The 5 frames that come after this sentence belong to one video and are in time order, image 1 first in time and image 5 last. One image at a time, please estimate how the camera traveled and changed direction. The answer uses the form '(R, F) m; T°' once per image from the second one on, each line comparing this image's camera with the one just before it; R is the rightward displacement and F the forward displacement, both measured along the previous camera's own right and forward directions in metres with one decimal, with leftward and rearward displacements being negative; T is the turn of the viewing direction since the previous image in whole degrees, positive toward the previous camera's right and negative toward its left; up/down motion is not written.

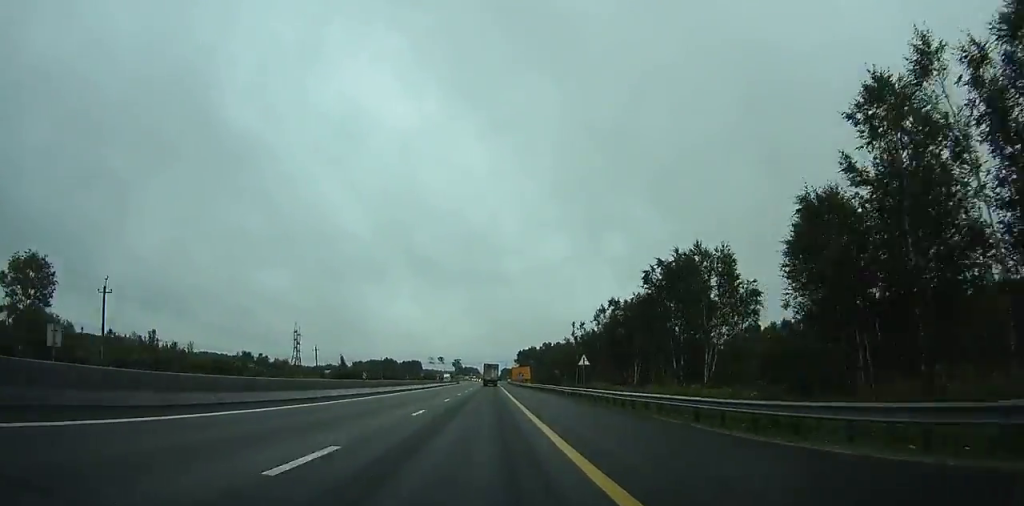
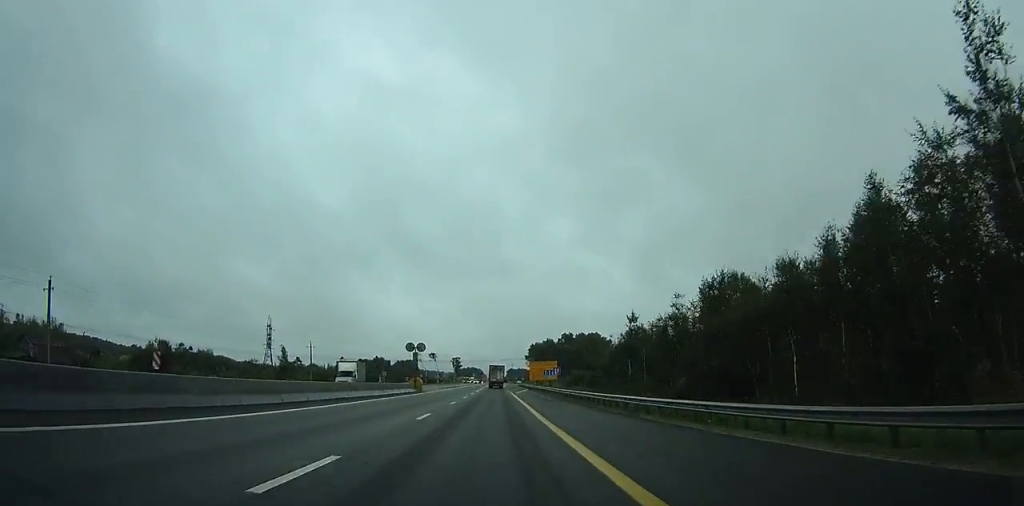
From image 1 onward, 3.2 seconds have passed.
(-0.3, +85.2) m; 0°
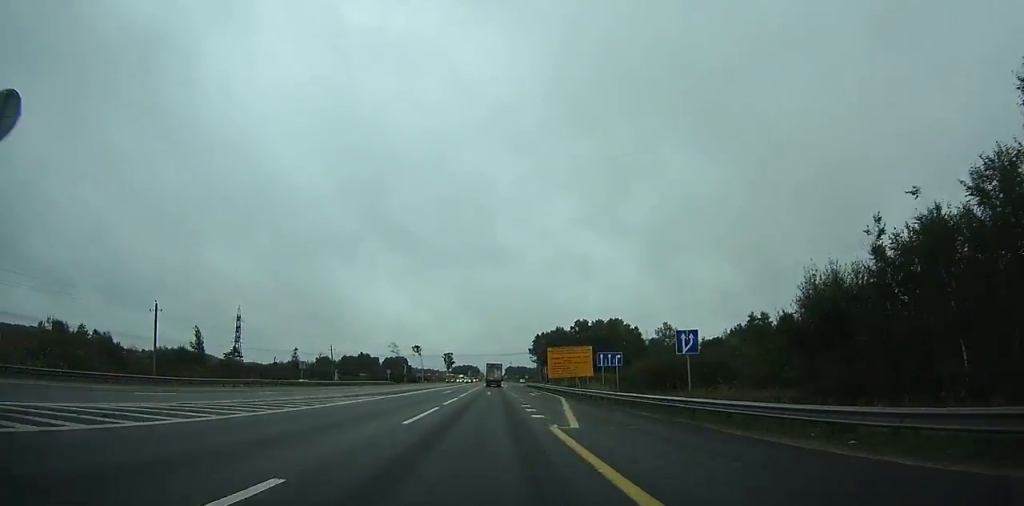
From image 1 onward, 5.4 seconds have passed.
(+0.1, +61.1) m; +1°
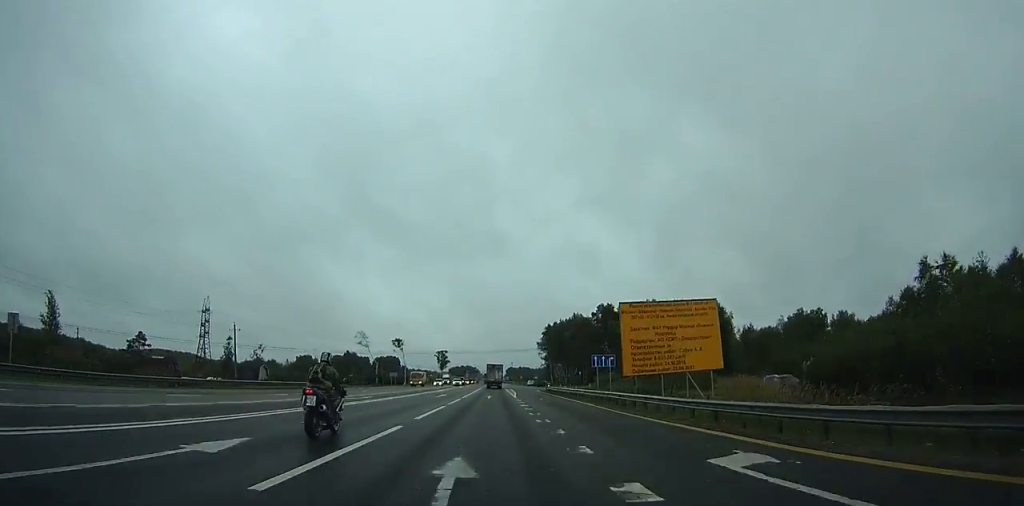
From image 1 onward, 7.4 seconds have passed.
(+0.7, +53.3) m; 0°
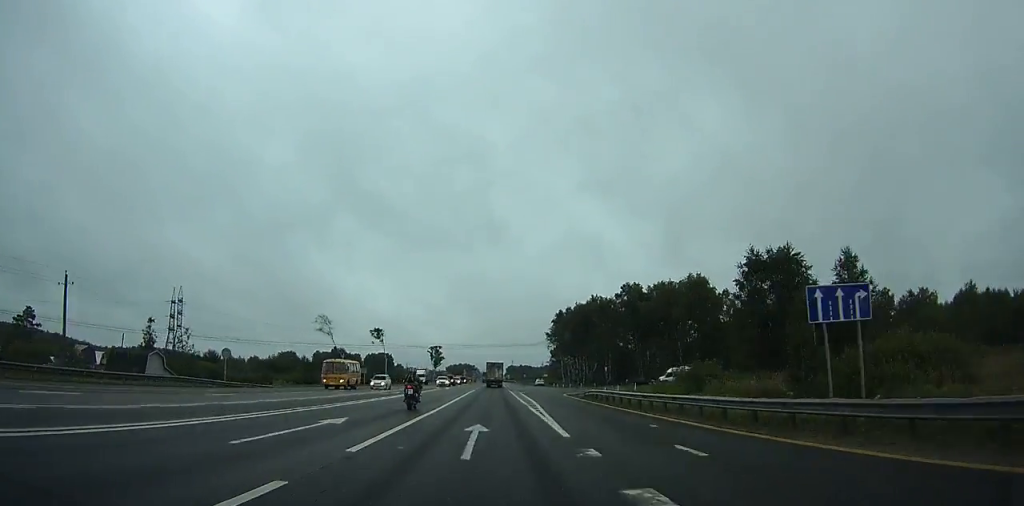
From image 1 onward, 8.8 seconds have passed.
(-0.1, +33.6) m; 0°
